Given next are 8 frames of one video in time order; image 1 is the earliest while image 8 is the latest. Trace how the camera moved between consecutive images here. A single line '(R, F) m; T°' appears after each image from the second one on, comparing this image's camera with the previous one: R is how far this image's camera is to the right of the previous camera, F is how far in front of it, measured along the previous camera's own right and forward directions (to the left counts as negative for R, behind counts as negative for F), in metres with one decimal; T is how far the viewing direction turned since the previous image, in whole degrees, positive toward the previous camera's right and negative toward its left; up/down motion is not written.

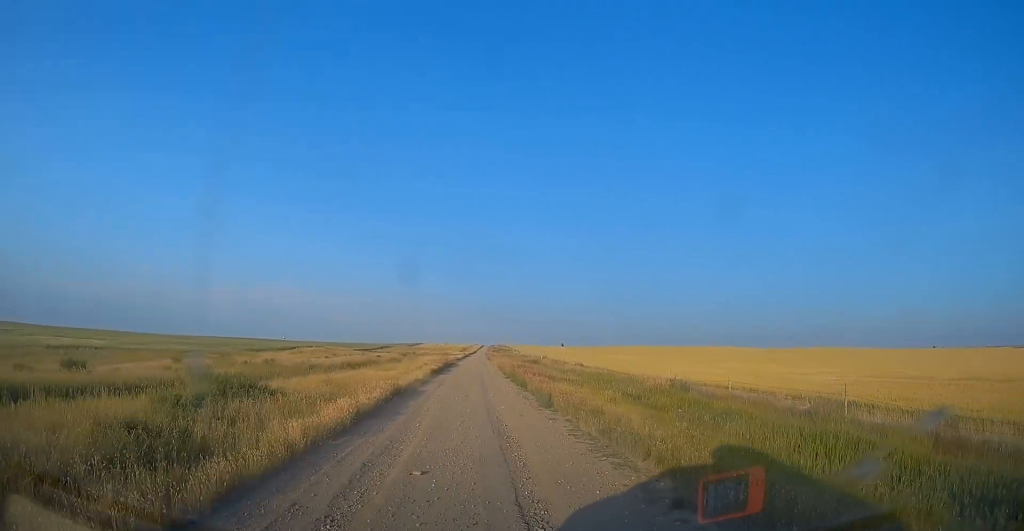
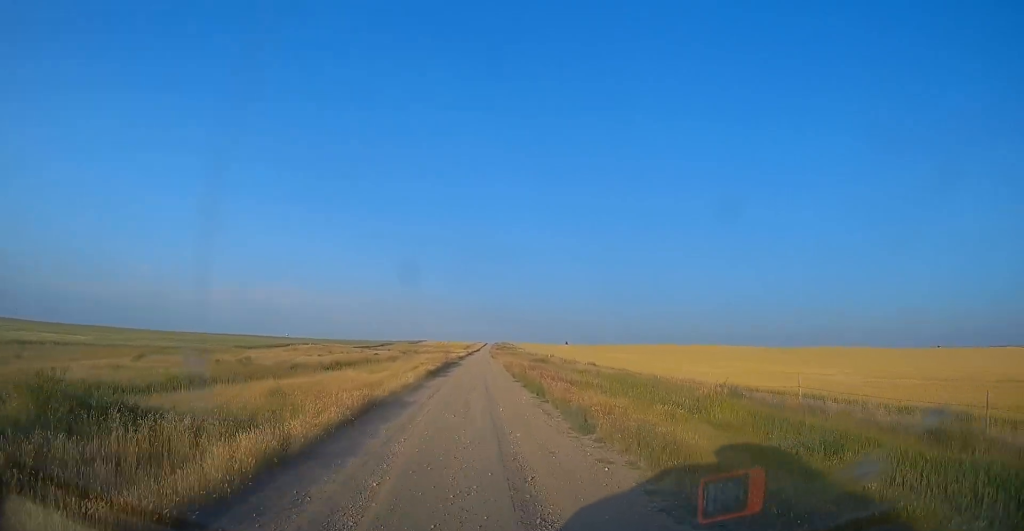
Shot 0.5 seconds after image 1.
(0.0, +5.6) m; 0°
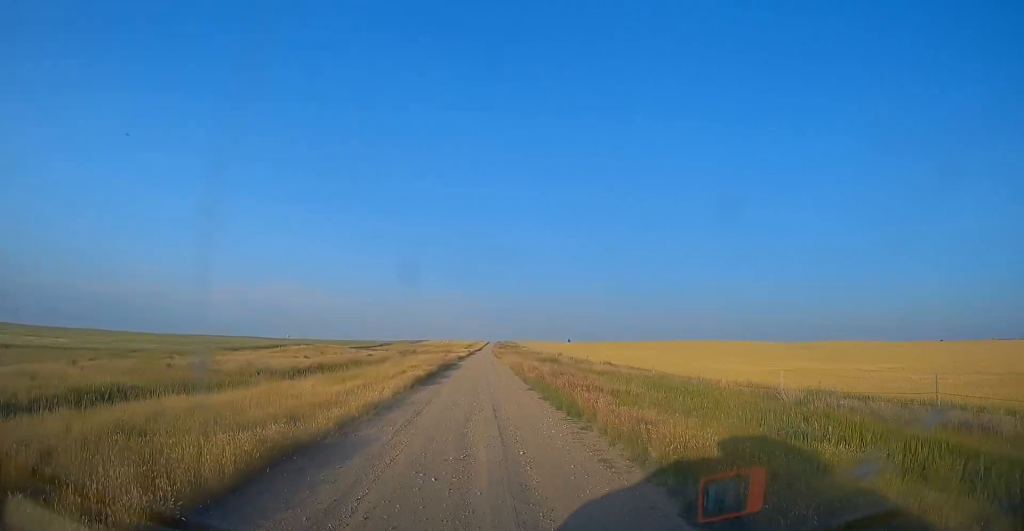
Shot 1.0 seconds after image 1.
(0.0, +6.8) m; 0°
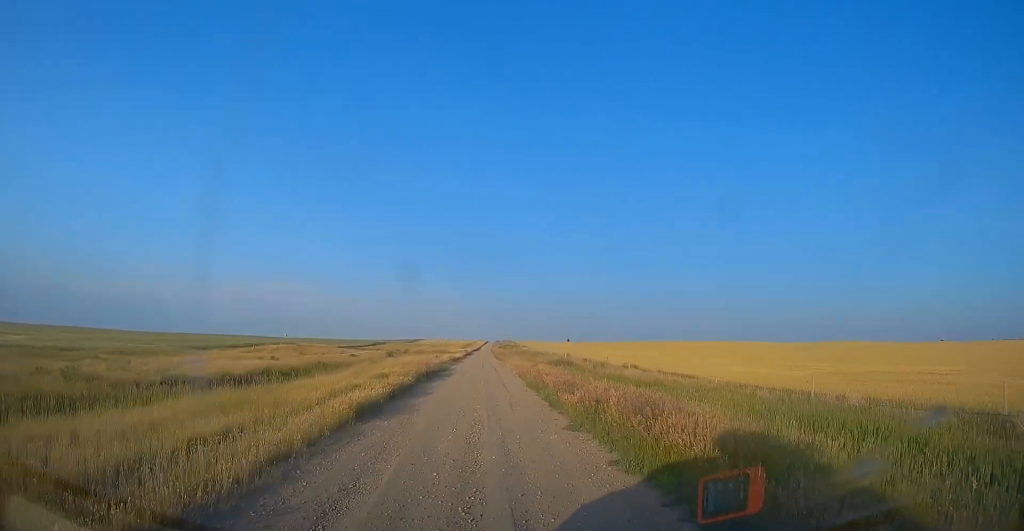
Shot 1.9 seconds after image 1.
(0.0, +10.7) m; 0°
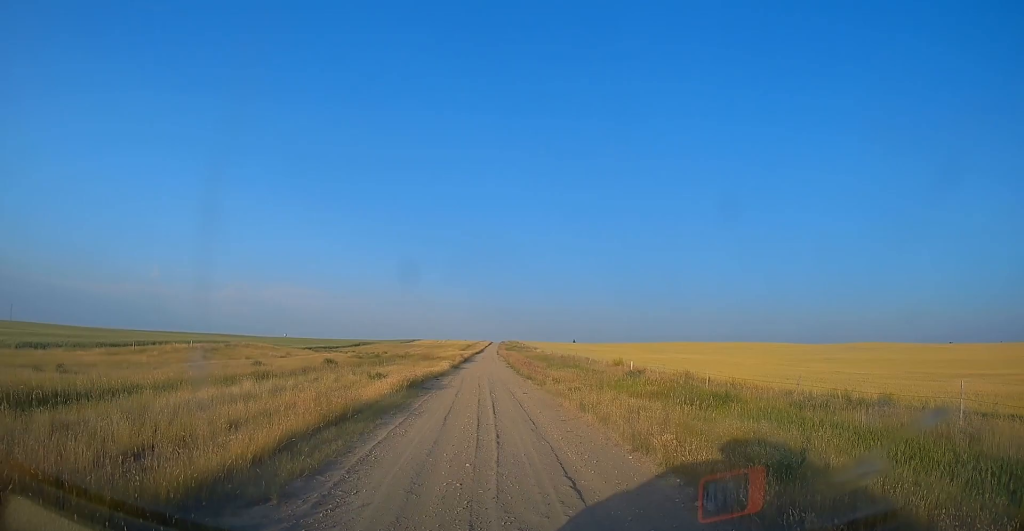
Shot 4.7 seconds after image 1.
(0.0, +32.5) m; 0°
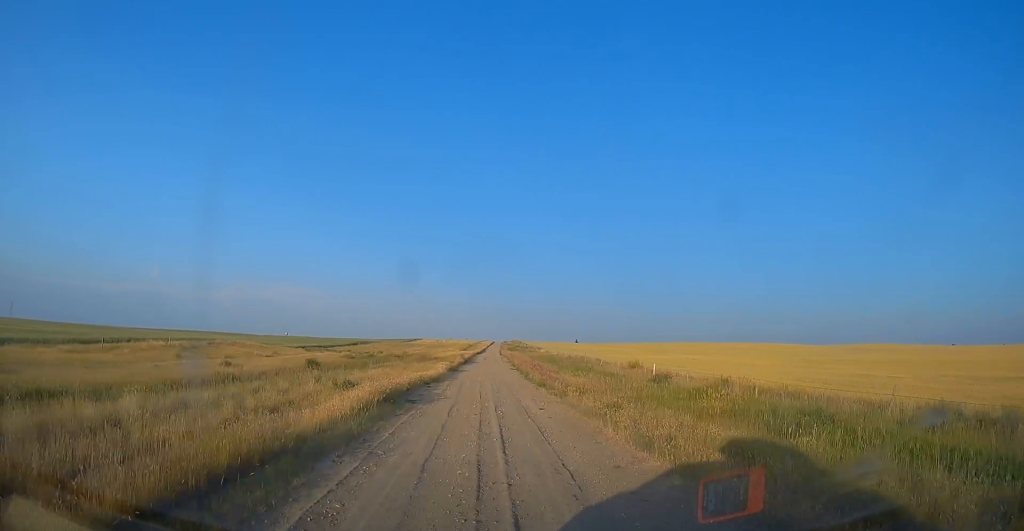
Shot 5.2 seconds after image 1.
(0.0, +5.4) m; 0°
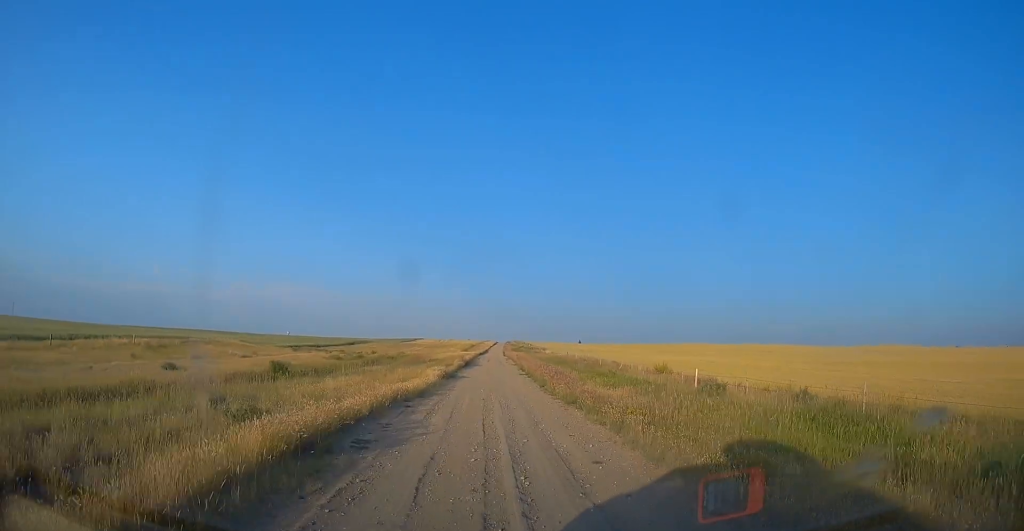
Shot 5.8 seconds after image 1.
(0.0, +7.3) m; 0°
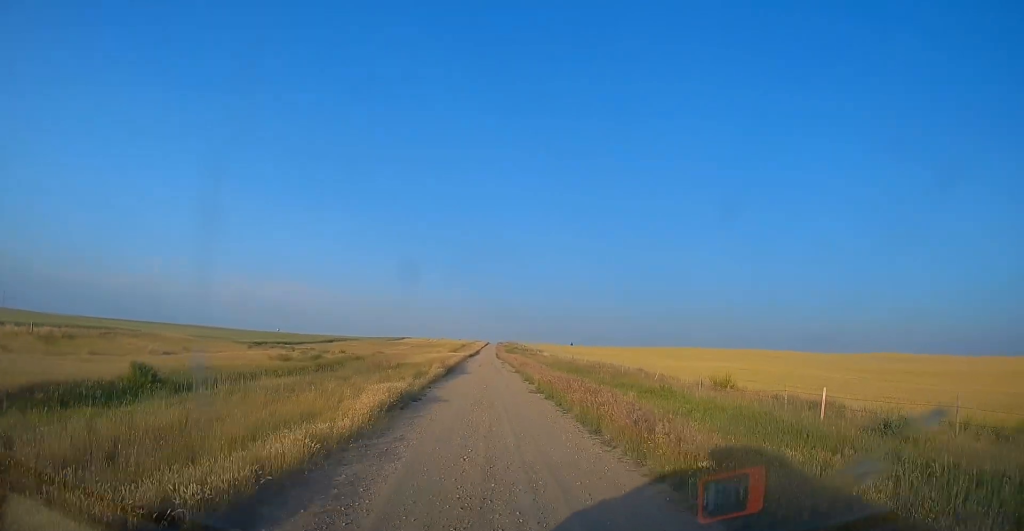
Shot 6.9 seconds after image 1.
(0.0, +13.2) m; 0°
